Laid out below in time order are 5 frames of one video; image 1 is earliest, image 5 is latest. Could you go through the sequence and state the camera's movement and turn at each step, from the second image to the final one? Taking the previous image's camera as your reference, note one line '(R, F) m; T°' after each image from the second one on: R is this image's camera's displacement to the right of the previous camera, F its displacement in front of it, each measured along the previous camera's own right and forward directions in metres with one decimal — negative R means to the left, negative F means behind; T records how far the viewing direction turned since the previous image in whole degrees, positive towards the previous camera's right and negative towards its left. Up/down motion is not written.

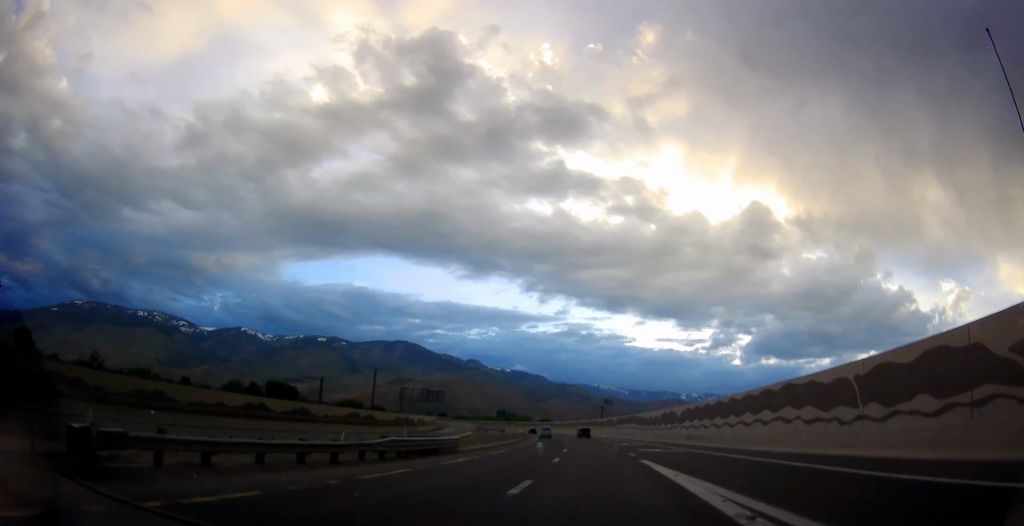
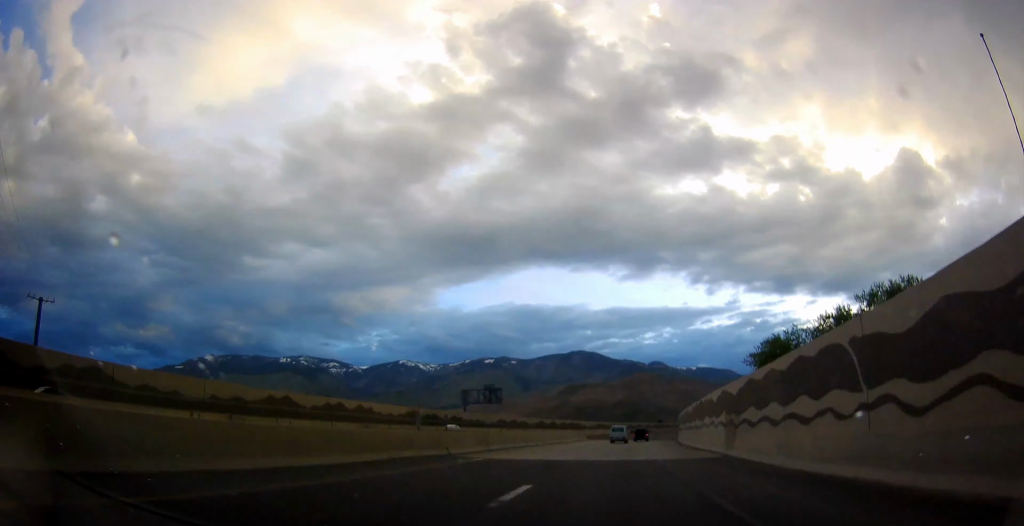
(-95.8, +554.8) m; -3°
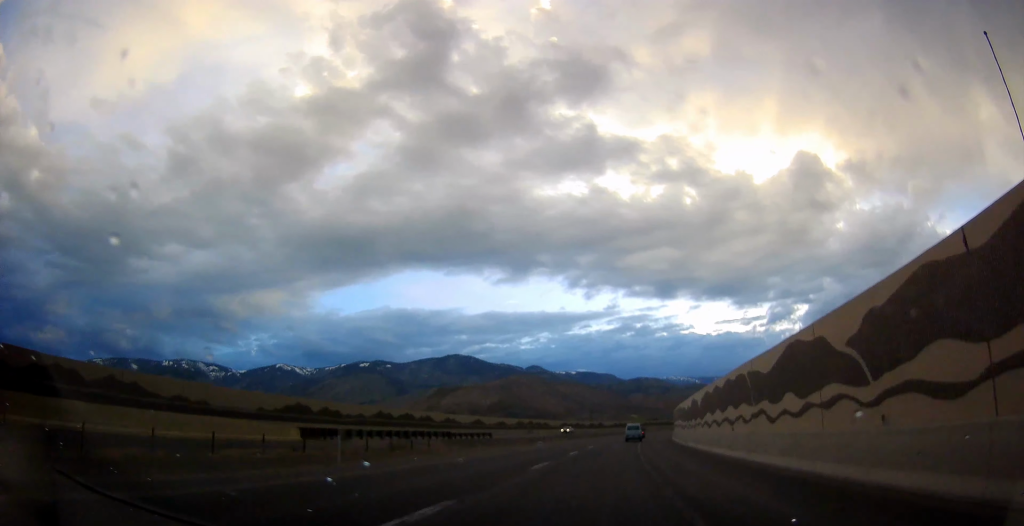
(+11.4, +157.2) m; +10°
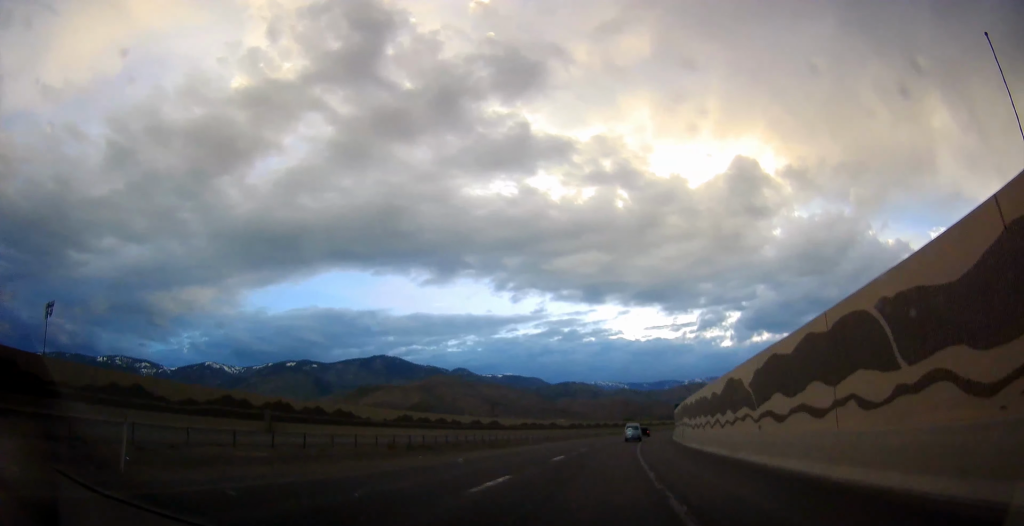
(+4.7, +97.0) m; +7°
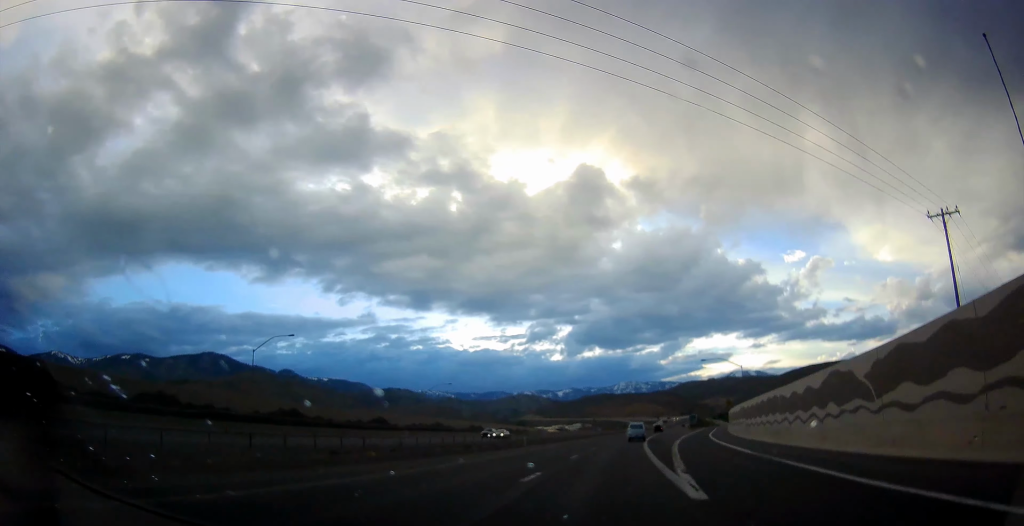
(+30.2, +216.6) m; +13°
